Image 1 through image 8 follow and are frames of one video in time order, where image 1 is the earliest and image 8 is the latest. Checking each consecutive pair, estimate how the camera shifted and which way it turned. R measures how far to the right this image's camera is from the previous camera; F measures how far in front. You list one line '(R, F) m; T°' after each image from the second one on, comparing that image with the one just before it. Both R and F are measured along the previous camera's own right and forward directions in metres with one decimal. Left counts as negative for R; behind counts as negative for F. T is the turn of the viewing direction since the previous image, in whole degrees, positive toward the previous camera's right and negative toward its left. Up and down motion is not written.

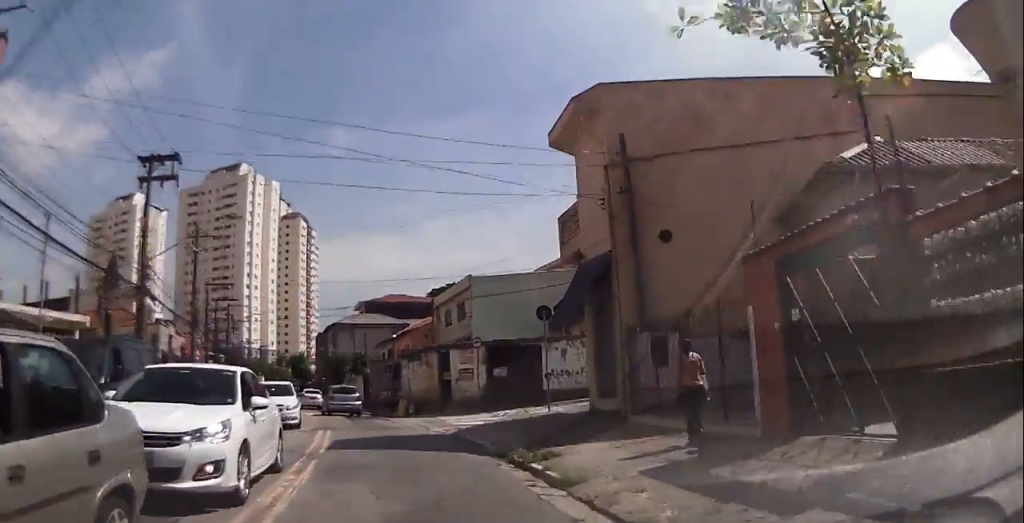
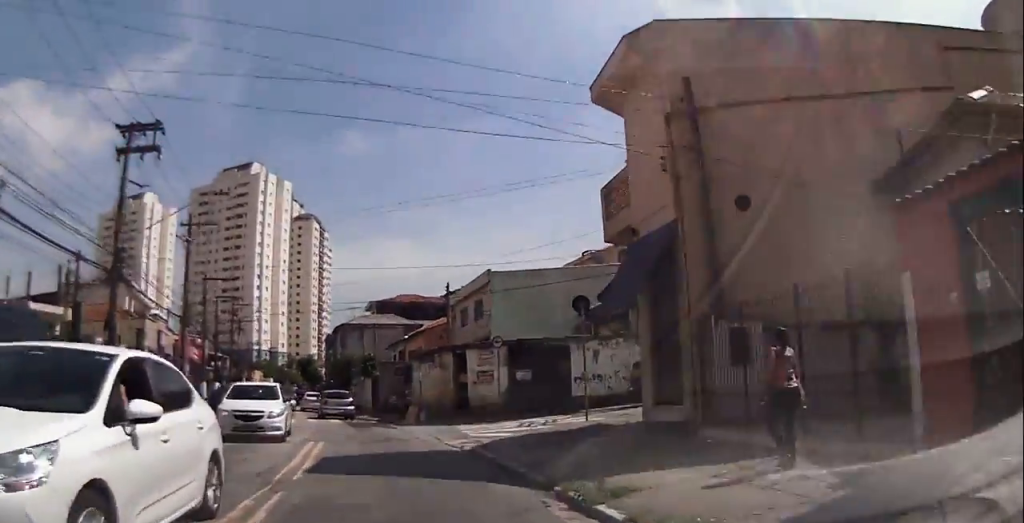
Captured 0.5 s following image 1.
(-0.1, +3.5) m; -2°
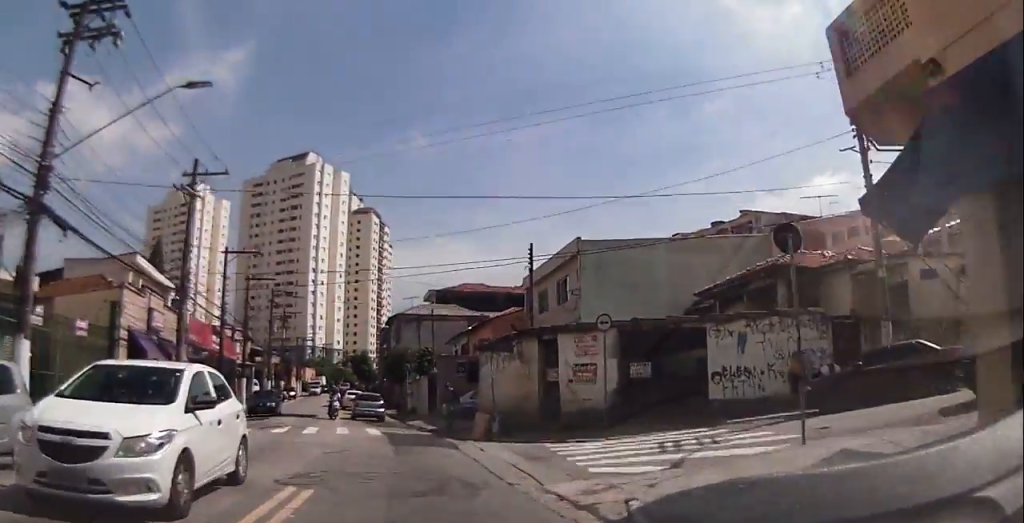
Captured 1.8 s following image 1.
(-0.5, +8.1) m; -3°
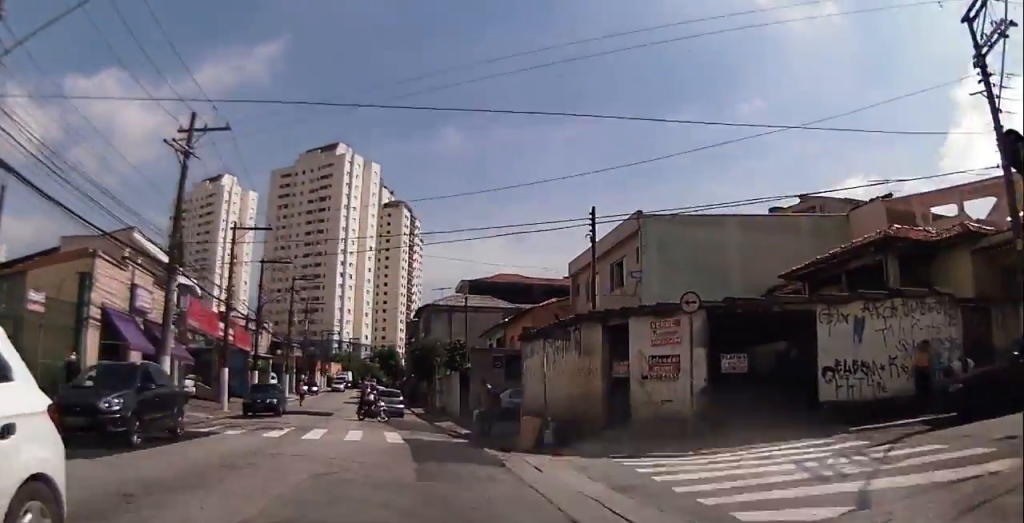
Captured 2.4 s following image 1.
(0.0, +4.3) m; +1°
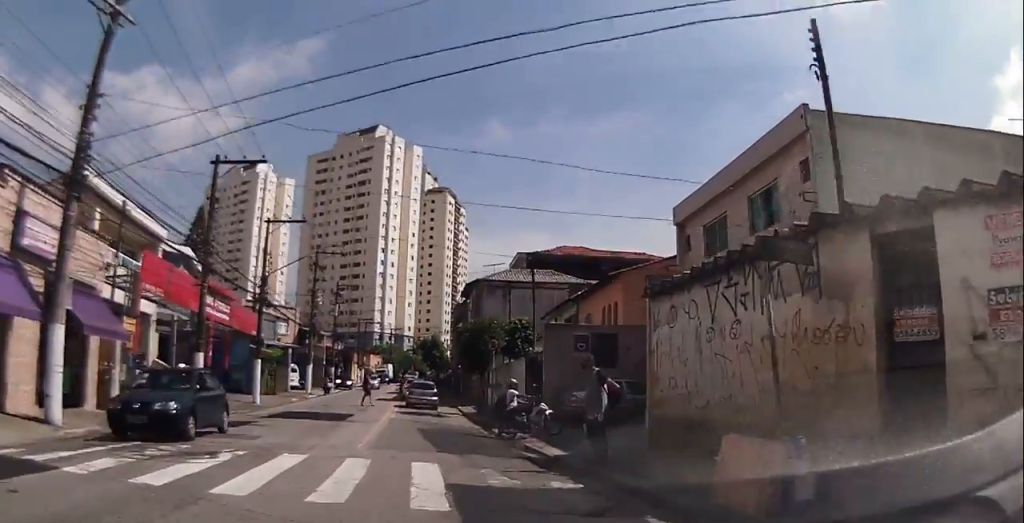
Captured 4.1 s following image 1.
(+0.2, +9.6) m; -1°
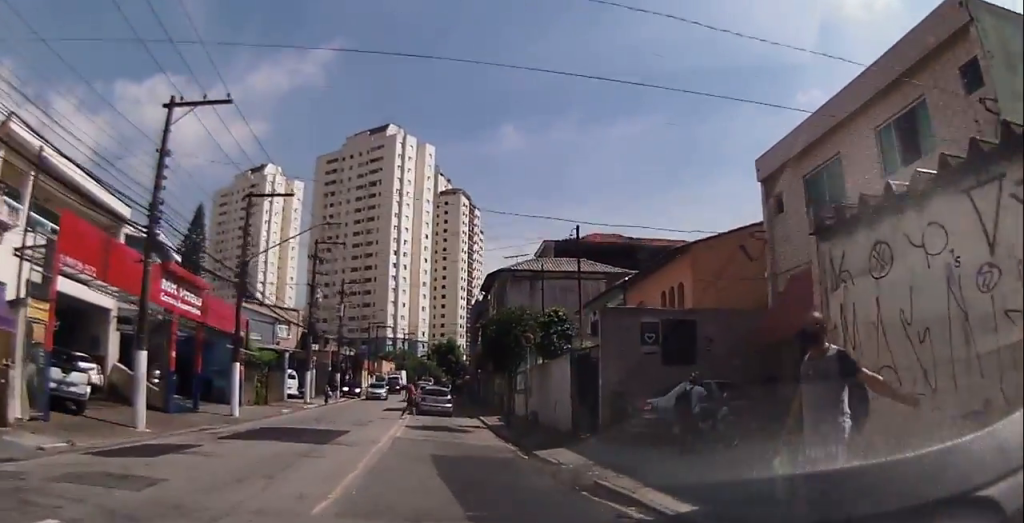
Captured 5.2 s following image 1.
(-0.3, +5.7) m; -4°
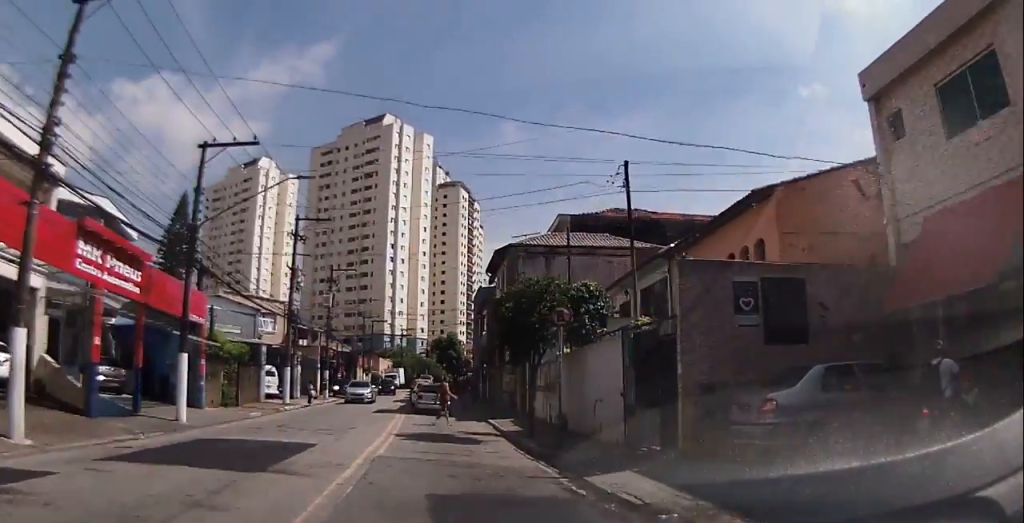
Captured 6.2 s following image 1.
(0.0, +5.2) m; +3°
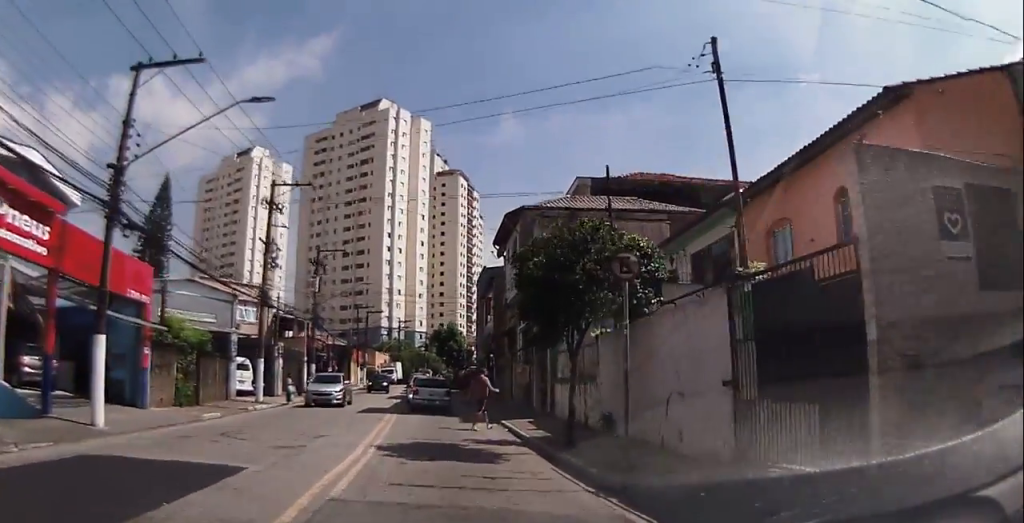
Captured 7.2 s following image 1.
(+0.3, +5.2) m; -1°
